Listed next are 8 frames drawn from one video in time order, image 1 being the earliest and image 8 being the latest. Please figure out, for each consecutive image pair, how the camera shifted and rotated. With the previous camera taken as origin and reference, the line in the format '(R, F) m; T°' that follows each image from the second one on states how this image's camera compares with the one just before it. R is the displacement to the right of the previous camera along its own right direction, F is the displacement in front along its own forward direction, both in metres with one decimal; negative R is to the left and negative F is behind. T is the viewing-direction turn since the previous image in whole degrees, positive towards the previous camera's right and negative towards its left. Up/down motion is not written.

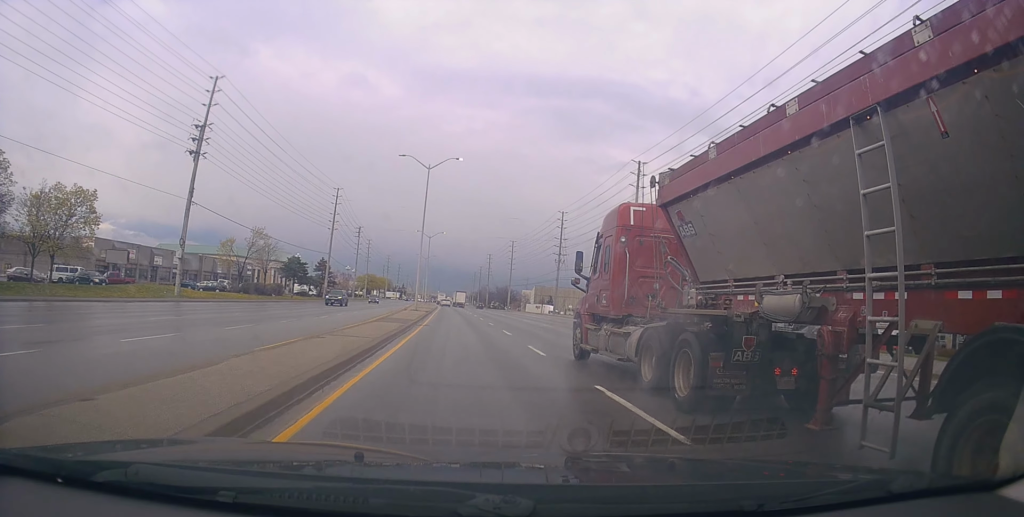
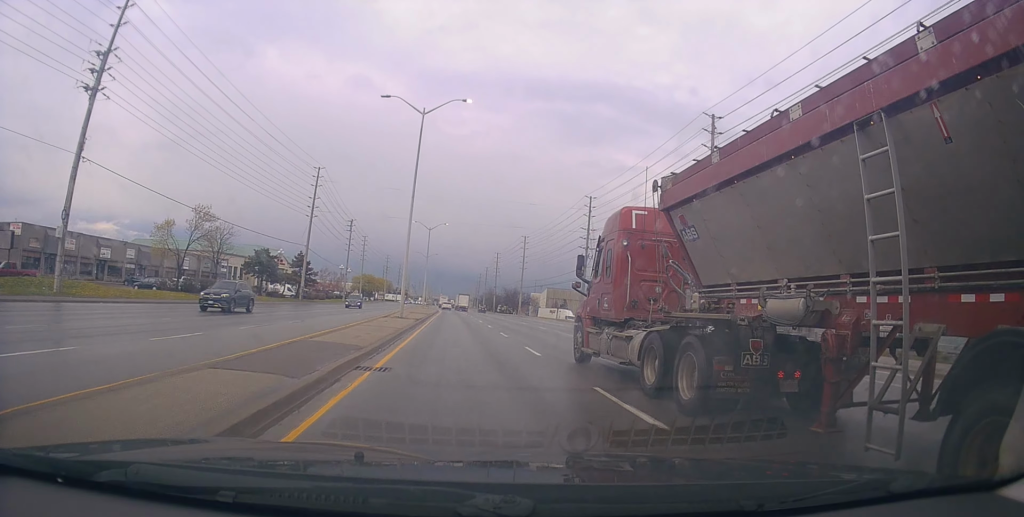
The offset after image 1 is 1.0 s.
(-0.3, +16.5) m; -1°
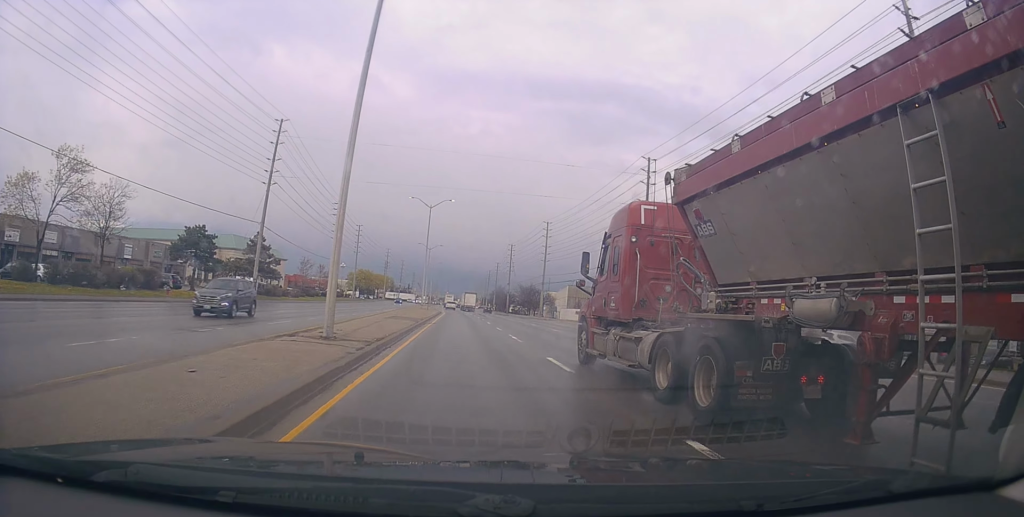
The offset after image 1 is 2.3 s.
(-0.2, +21.5) m; 0°
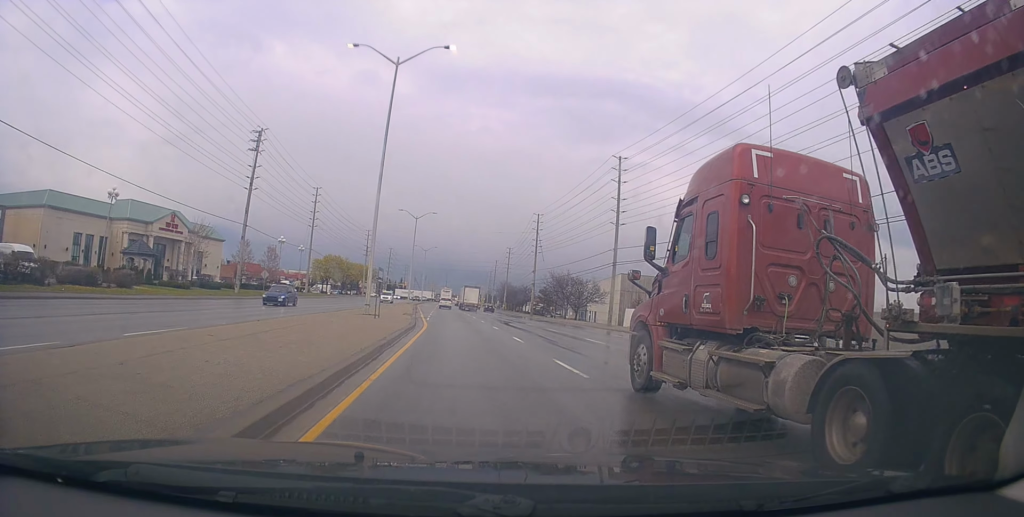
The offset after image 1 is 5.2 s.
(0.0, +46.2) m; -1°
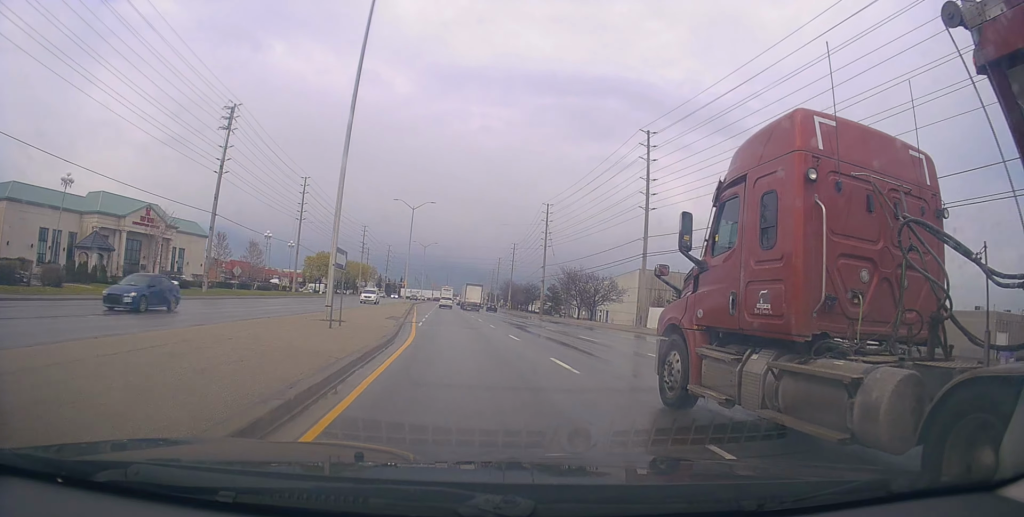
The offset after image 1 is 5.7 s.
(-0.1, +8.5) m; +1°
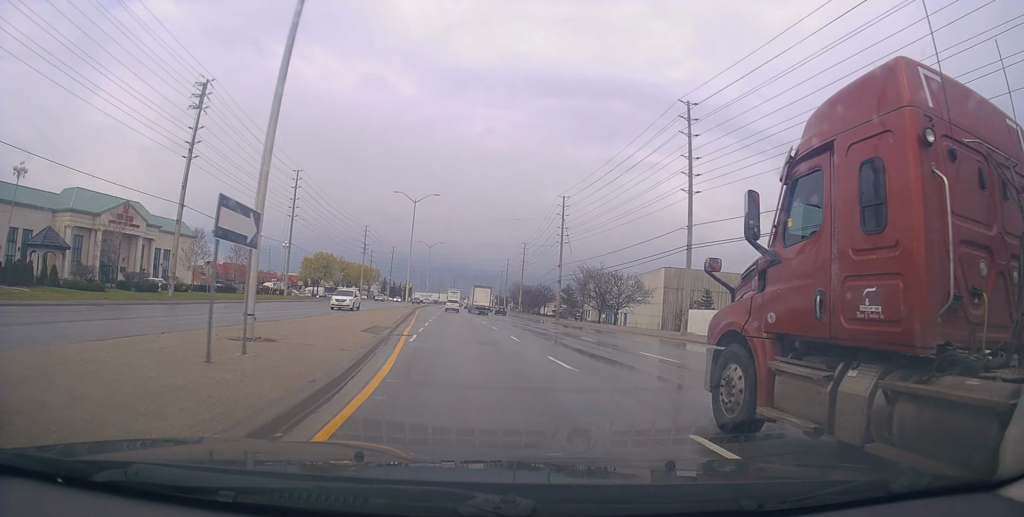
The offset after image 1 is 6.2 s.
(+0.1, +8.2) m; 0°
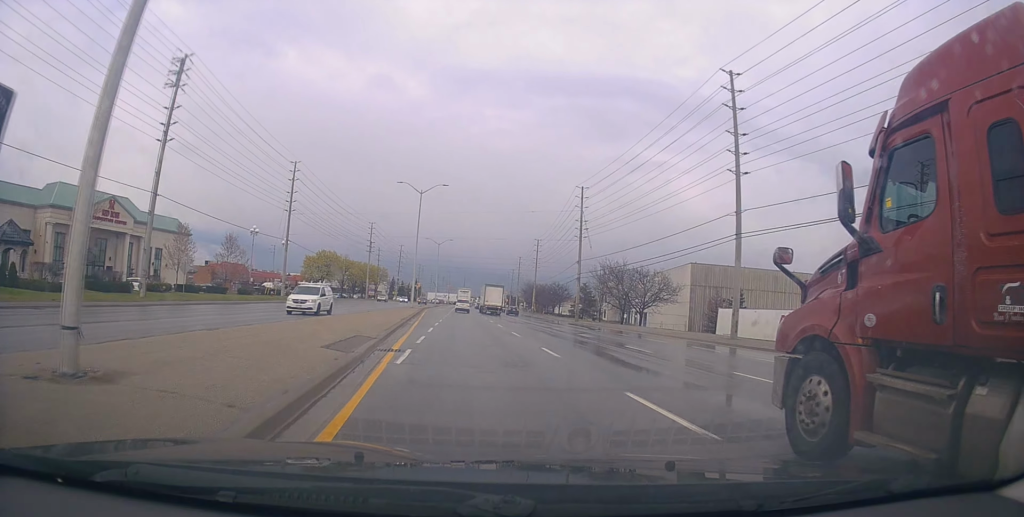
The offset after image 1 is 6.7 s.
(+0.2, +6.4) m; -1°
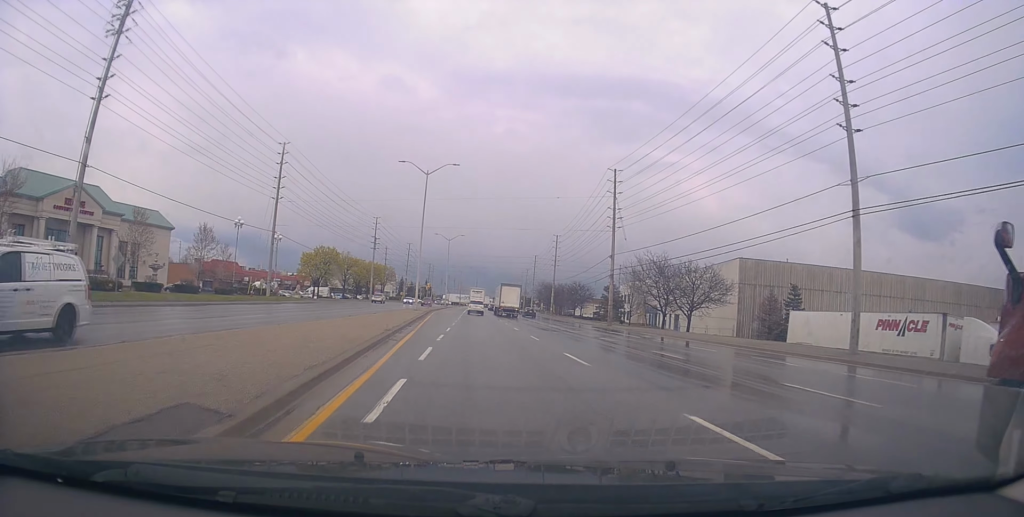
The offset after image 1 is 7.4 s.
(-0.3, +10.5) m; -2°
